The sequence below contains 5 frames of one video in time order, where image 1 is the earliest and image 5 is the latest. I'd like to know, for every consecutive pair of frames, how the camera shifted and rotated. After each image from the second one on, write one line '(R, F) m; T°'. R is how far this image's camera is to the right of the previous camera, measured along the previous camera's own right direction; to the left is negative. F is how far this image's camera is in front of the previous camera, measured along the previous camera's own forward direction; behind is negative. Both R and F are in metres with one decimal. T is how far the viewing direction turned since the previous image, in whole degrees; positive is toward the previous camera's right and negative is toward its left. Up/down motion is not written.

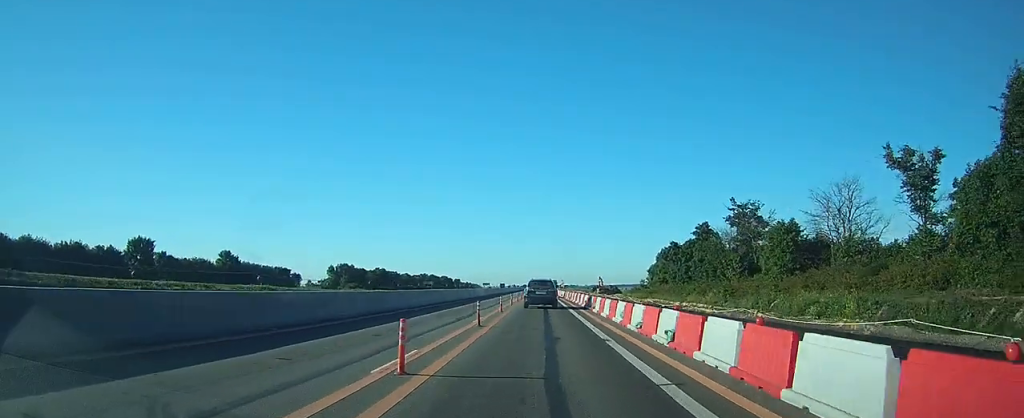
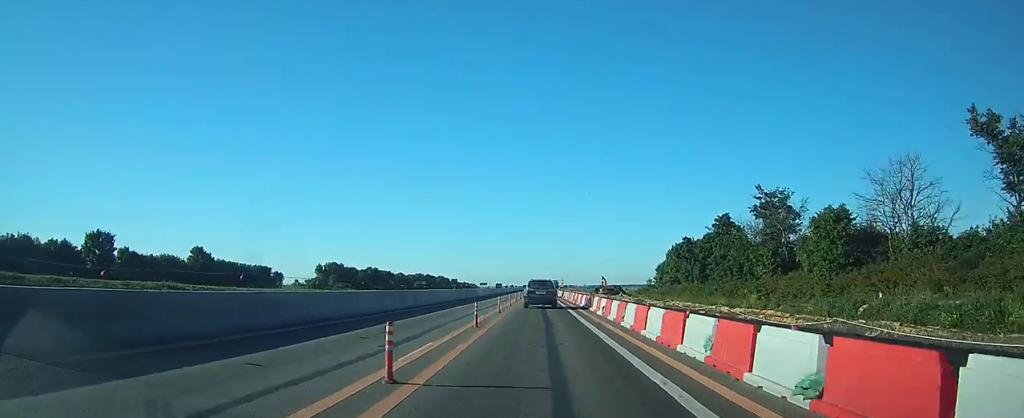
(0.0, +9.7) m; 0°
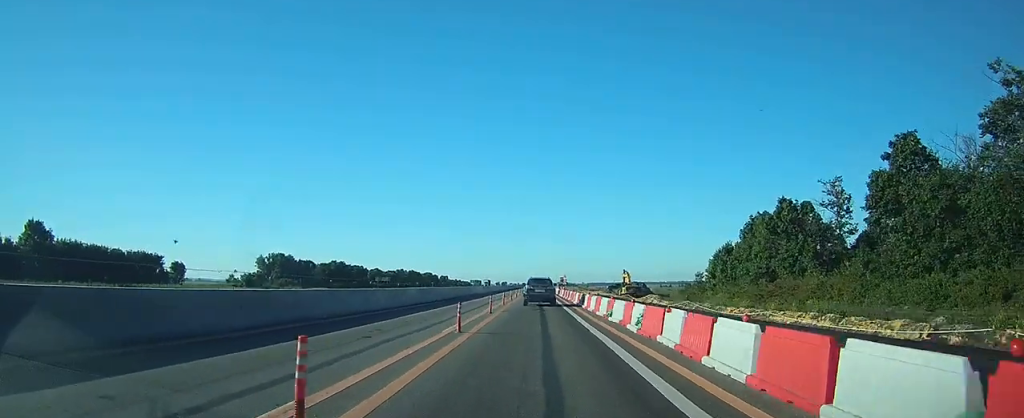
(+0.1, +38.0) m; 0°
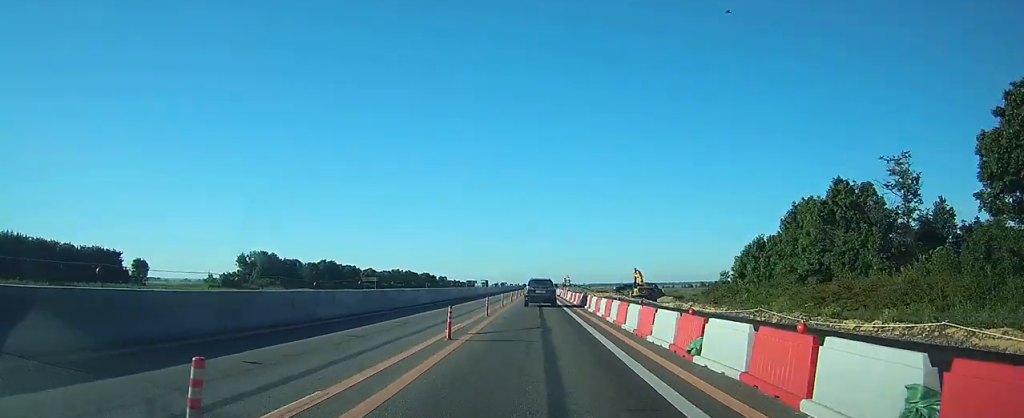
(0.0, +11.9) m; 0°
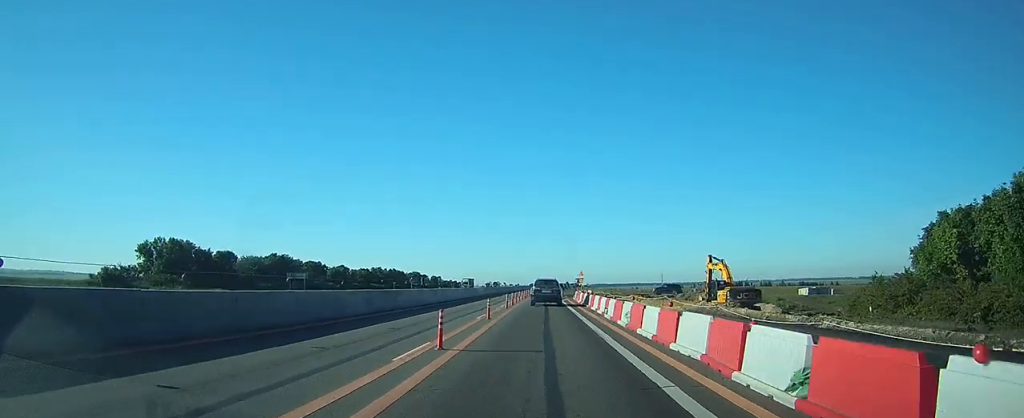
(0.0, +46.5) m; 0°
